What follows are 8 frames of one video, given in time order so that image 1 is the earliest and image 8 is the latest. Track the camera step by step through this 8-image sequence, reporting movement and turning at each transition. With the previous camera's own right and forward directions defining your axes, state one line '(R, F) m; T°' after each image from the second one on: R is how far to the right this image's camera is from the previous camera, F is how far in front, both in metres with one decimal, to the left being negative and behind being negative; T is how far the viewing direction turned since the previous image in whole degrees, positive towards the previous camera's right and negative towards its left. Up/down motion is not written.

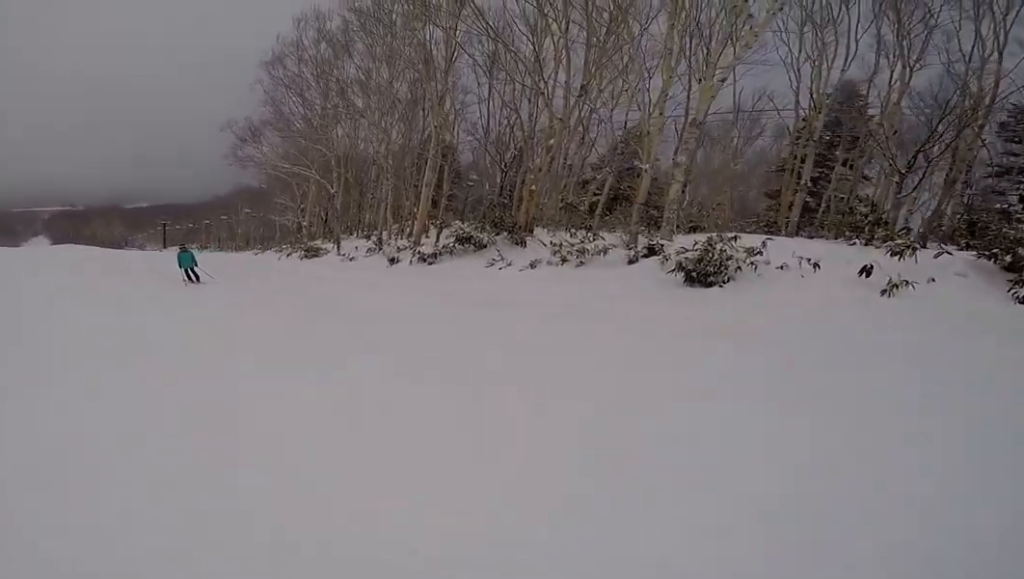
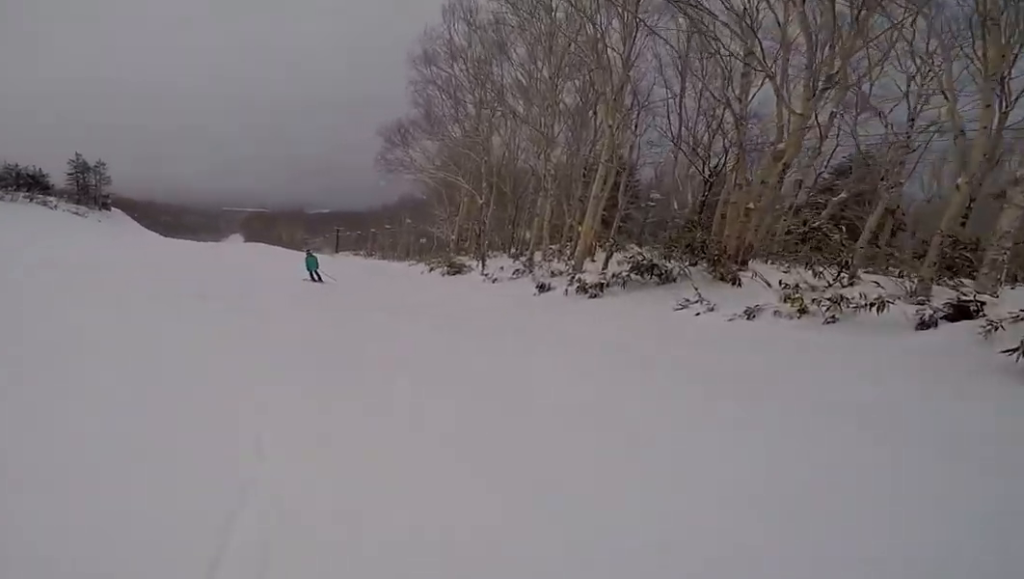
(-0.1, +2.9) m; -6°
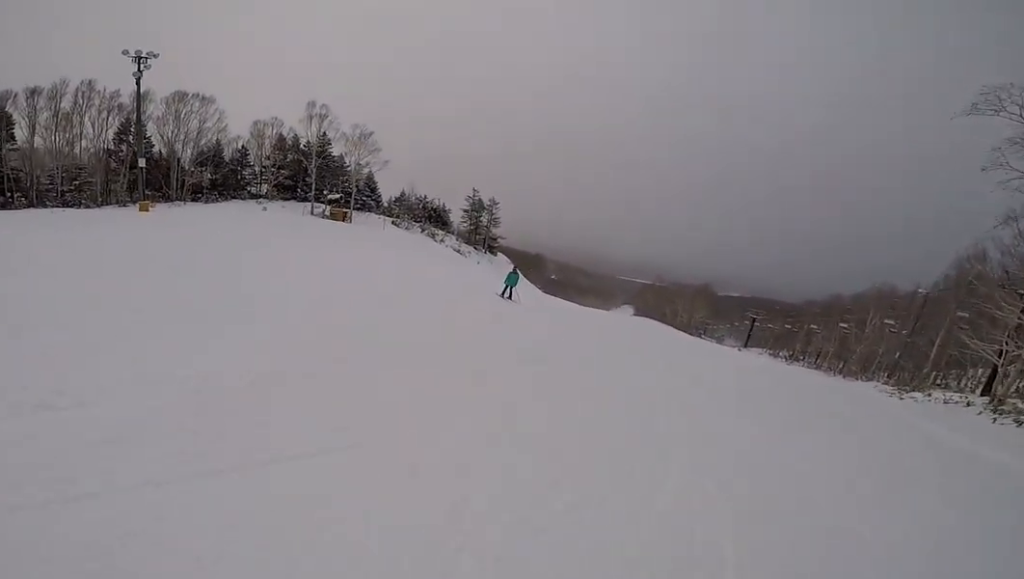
(-5.2, +10.4) m; -57°
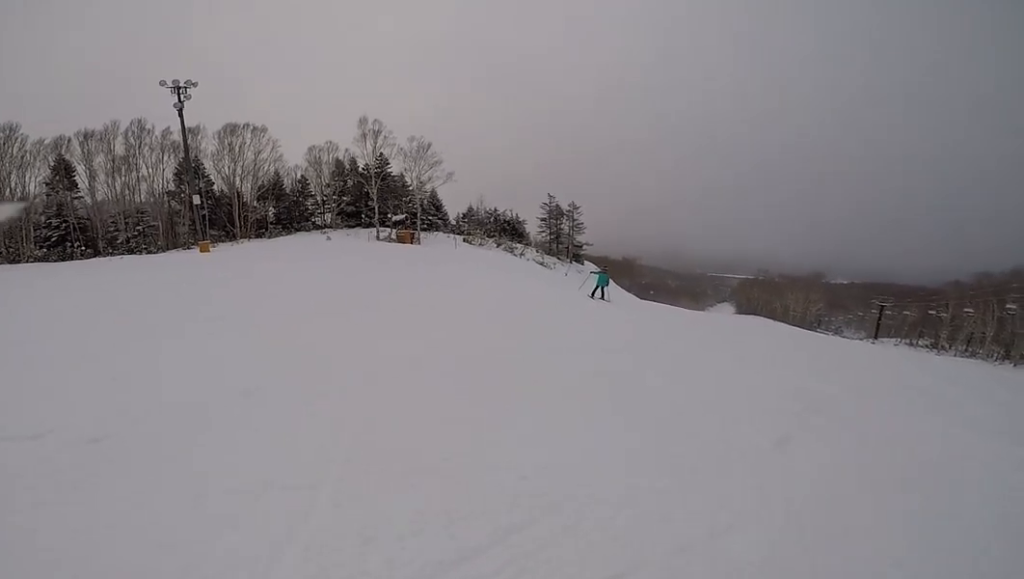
(-0.8, +4.0) m; -5°
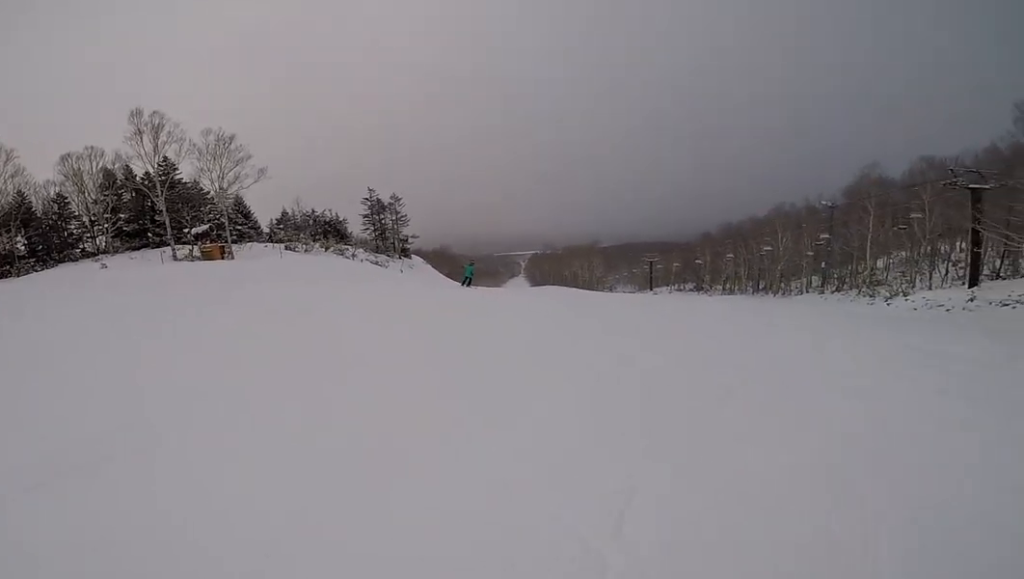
(+0.9, +6.1) m; +15°
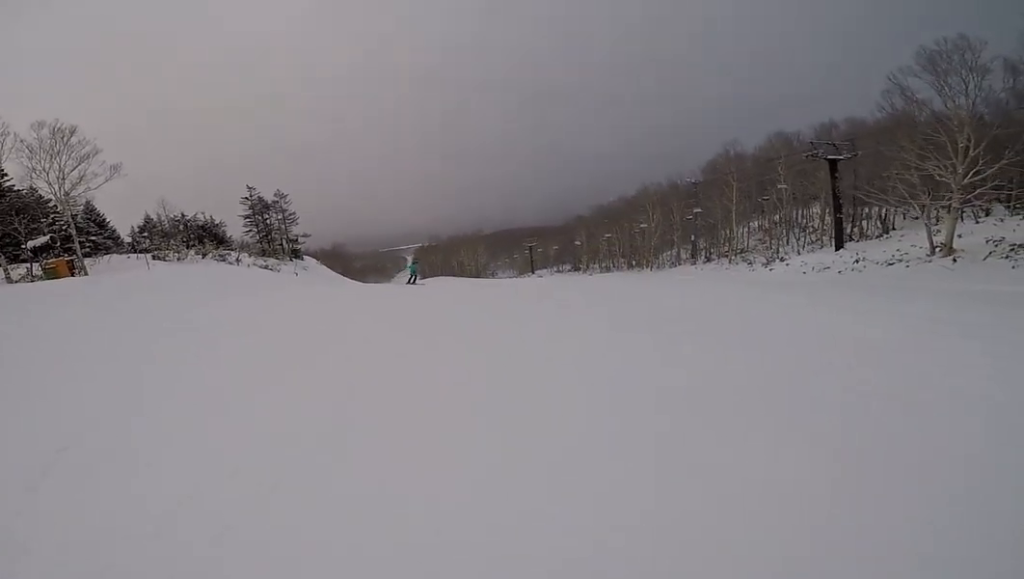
(-0.2, +3.6) m; +12°
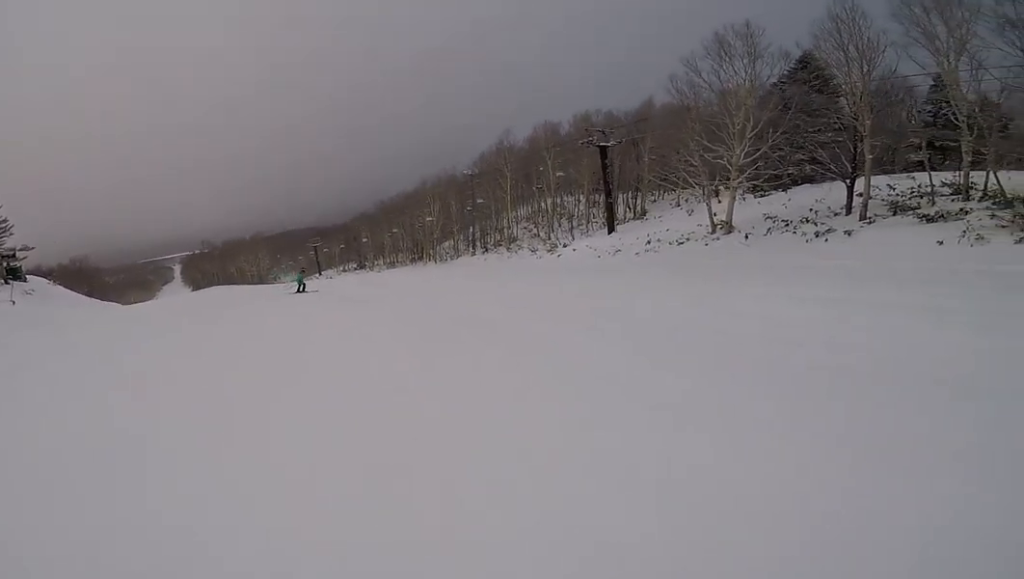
(+1.6, +5.7) m; +46°
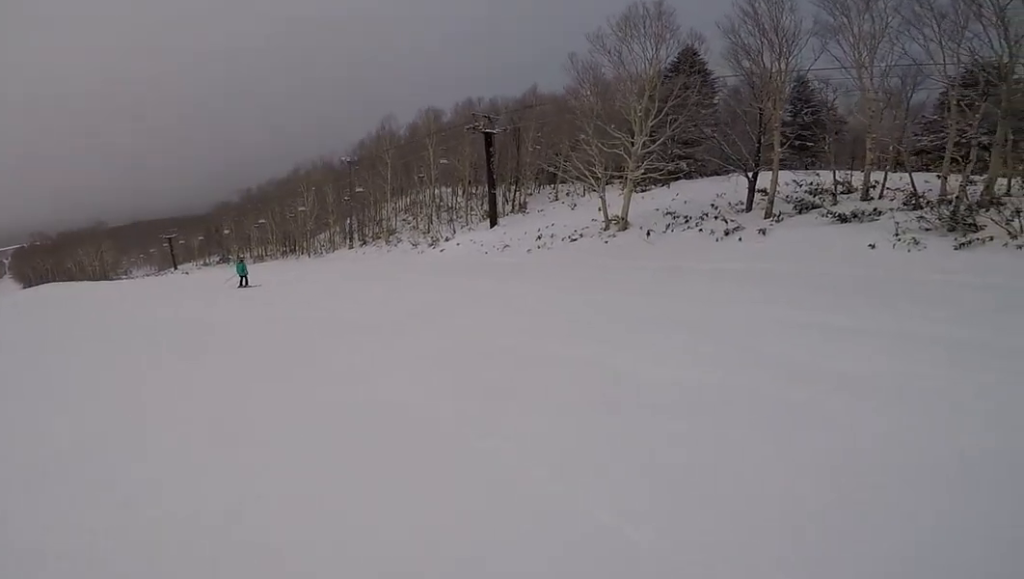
(+2.4, +4.6) m; +28°
